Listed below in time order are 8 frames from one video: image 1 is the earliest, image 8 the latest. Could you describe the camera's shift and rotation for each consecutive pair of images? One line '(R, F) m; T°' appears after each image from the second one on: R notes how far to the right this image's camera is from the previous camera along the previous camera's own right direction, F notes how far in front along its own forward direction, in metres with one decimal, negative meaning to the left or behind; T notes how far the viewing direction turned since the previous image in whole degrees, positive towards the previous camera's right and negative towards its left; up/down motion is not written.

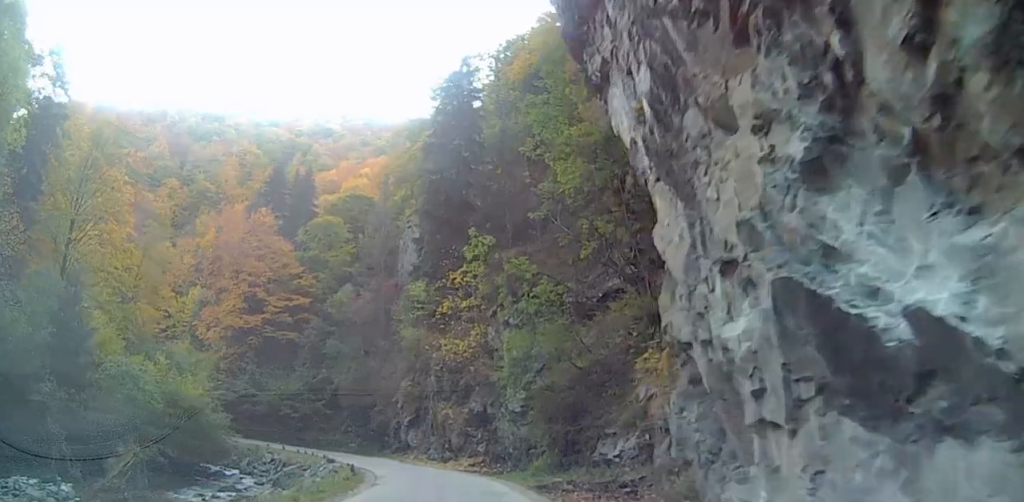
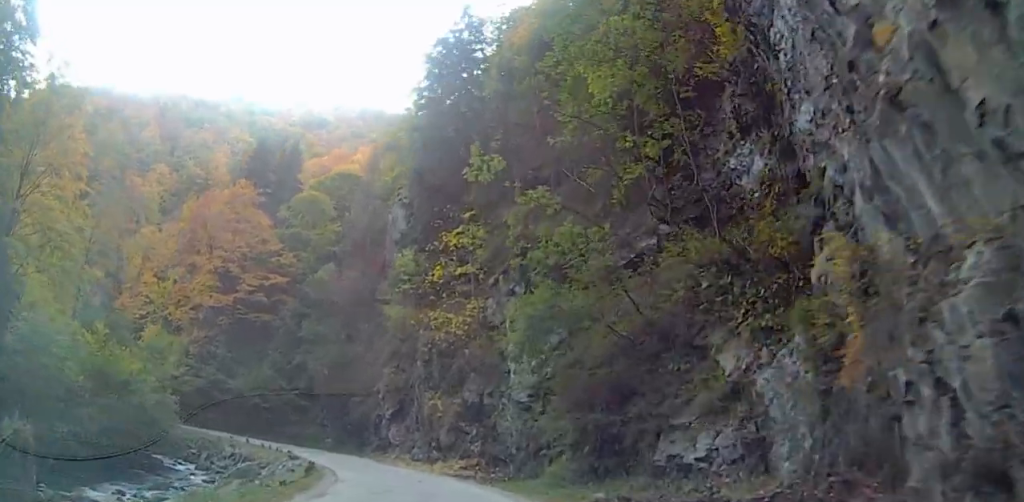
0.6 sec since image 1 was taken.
(+0.5, +9.5) m; 0°
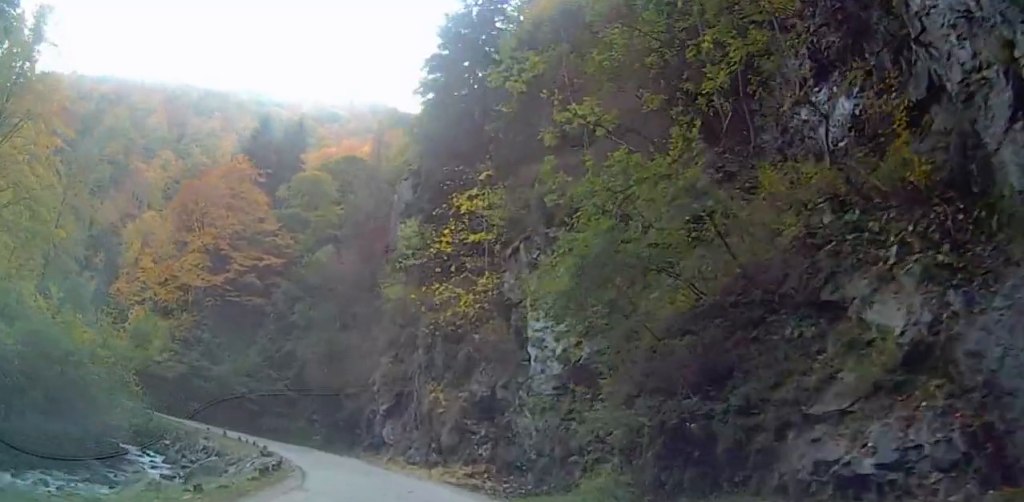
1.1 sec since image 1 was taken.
(-0.3, +7.2) m; 0°
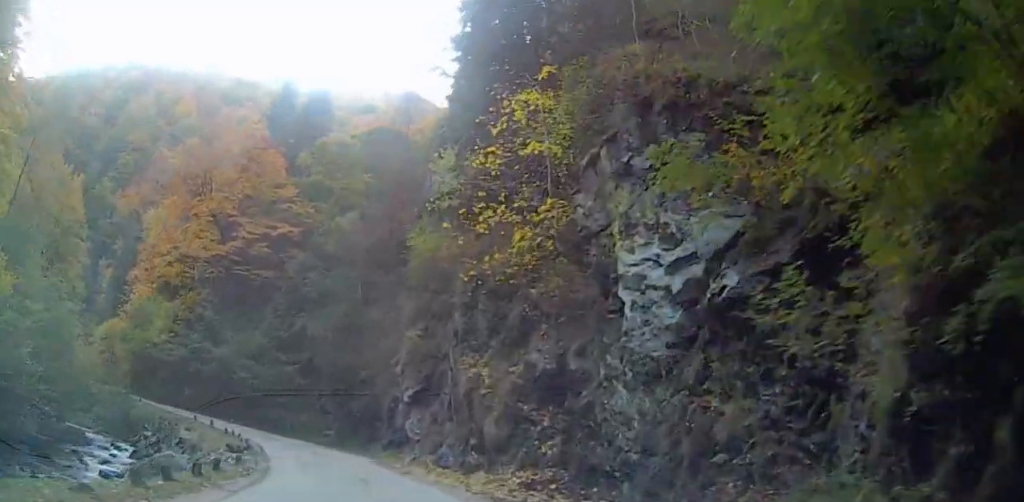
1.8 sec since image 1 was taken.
(-0.3, +11.1) m; -1°
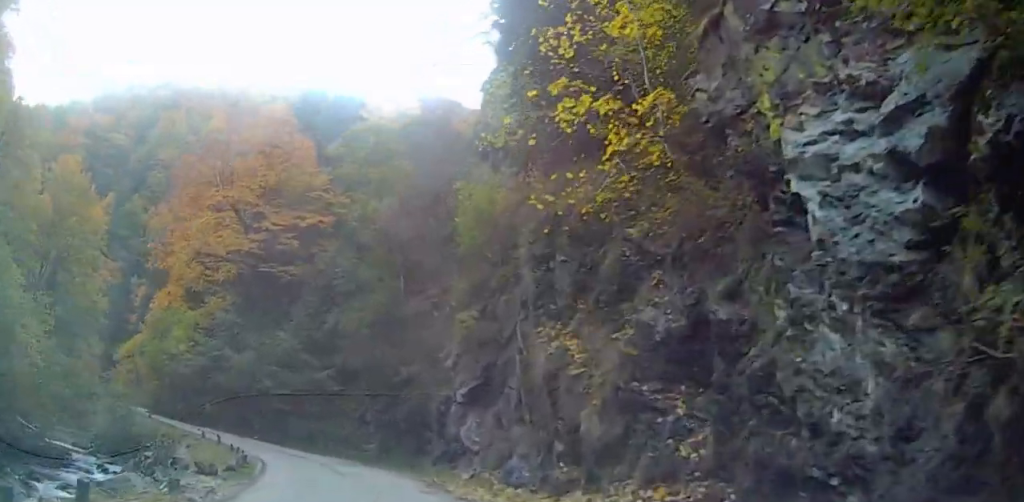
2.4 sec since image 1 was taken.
(+0.7, +8.7) m; -4°
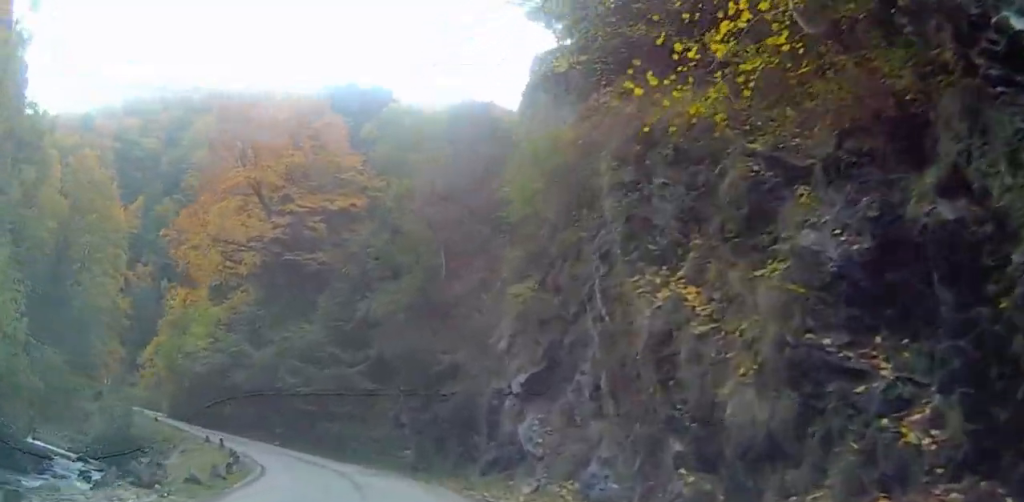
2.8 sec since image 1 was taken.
(-0.1, +6.1) m; -3°
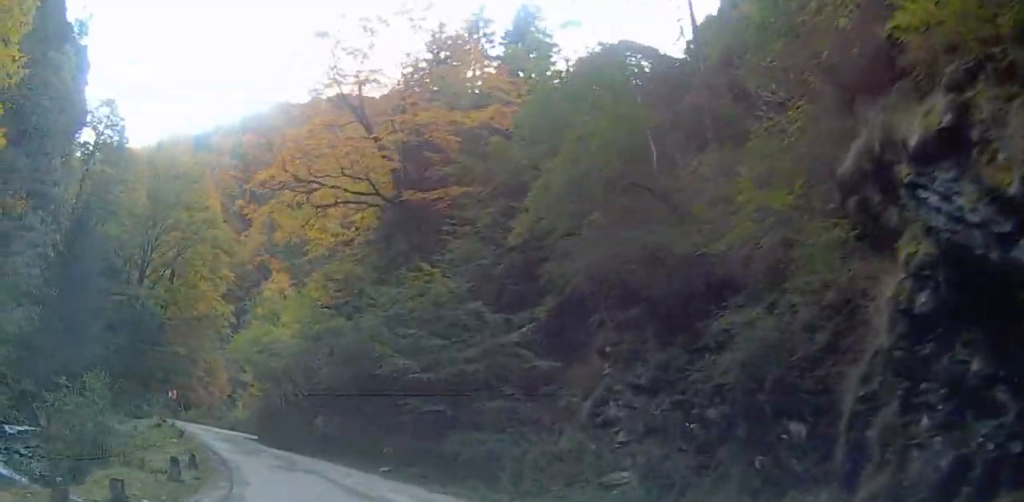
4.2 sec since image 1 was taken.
(-2.2, +18.0) m; -5°
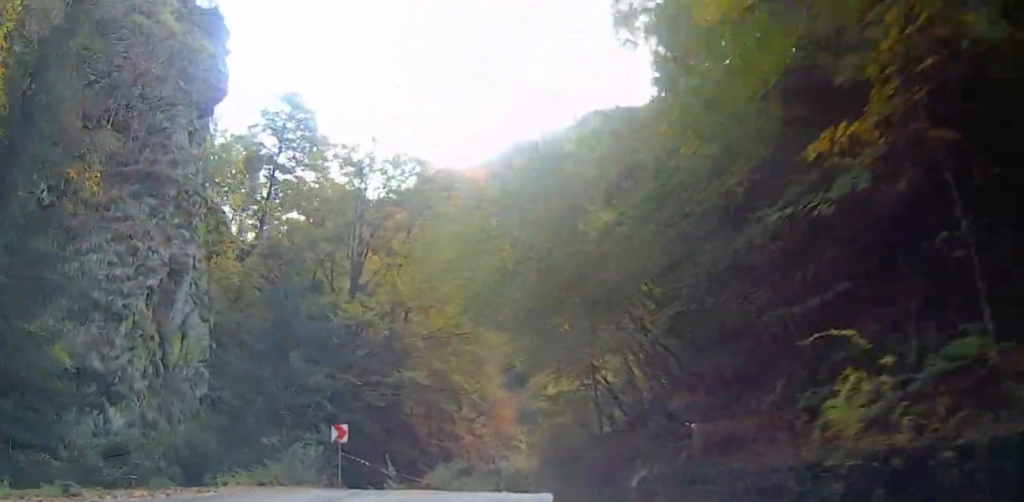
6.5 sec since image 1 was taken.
(-2.6, +29.6) m; -15°
